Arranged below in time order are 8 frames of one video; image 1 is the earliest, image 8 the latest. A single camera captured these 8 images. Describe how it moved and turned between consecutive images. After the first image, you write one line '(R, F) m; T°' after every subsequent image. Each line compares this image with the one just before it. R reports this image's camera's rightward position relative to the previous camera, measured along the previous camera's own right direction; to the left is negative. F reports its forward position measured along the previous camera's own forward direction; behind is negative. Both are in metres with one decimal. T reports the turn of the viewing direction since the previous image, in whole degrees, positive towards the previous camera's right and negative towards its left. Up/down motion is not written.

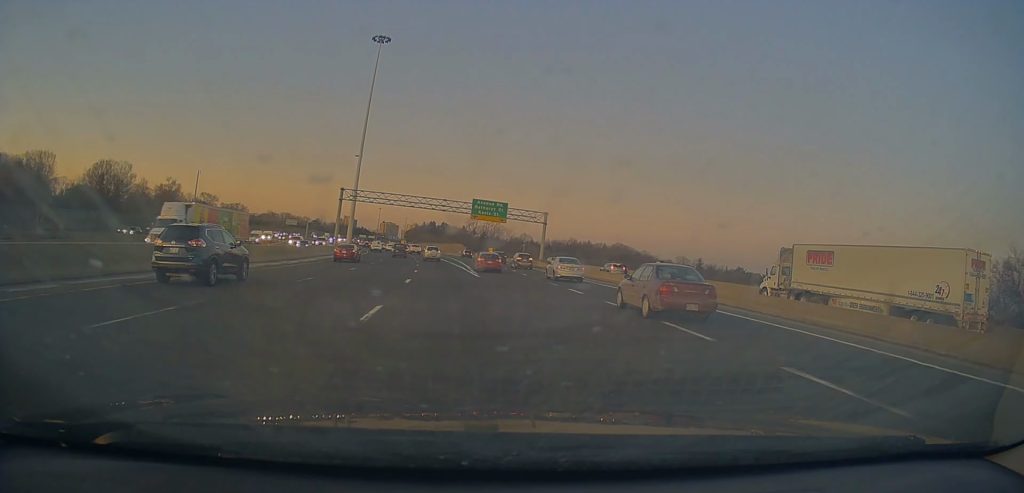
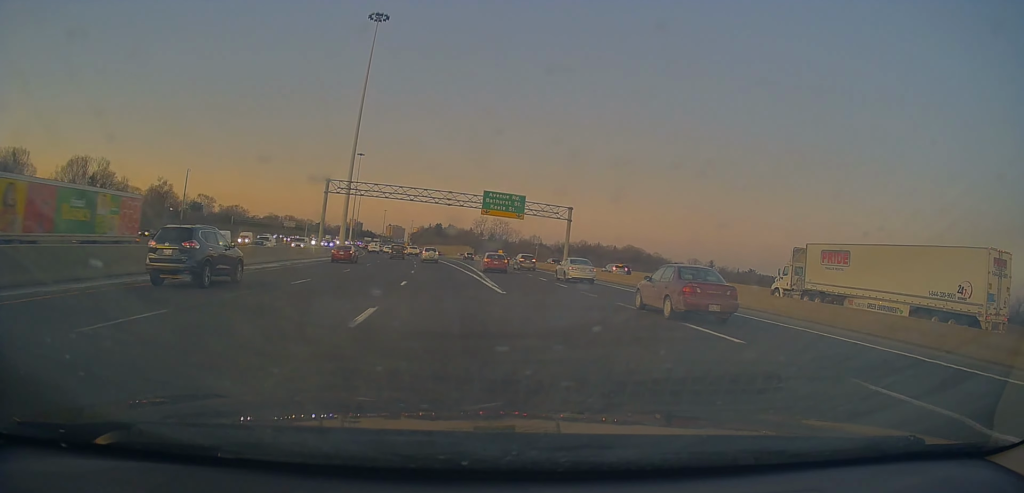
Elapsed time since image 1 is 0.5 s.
(+0.2, +12.3) m; 0°
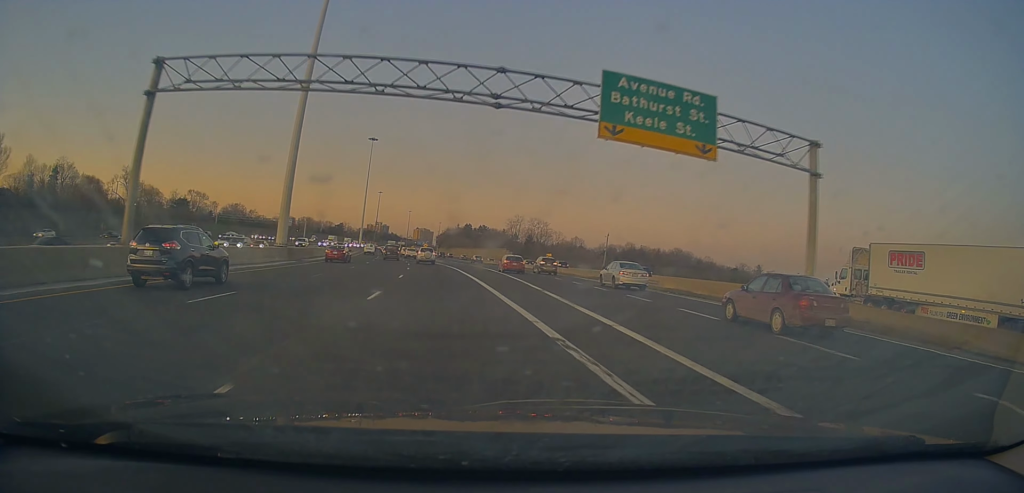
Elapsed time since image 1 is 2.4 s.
(-1.1, +42.9) m; -2°
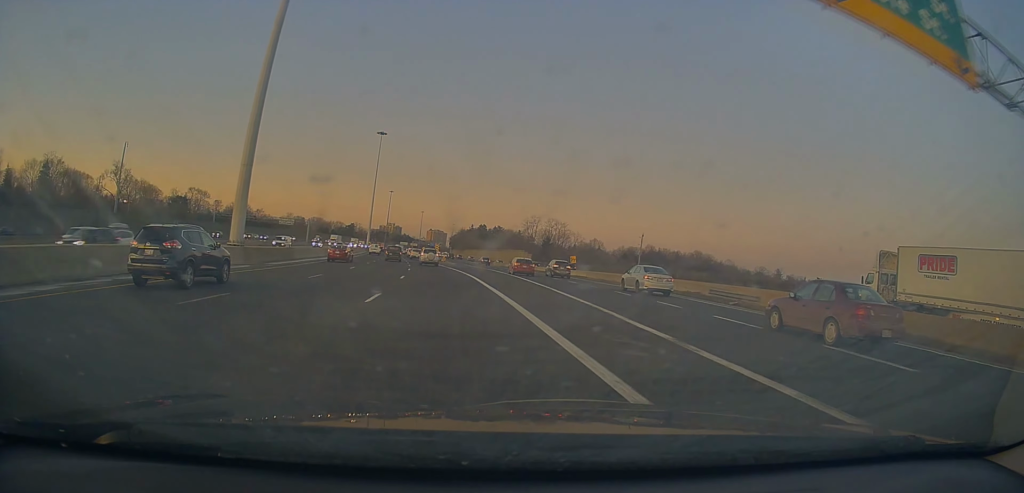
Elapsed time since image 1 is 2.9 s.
(0.0, +12.7) m; -1°
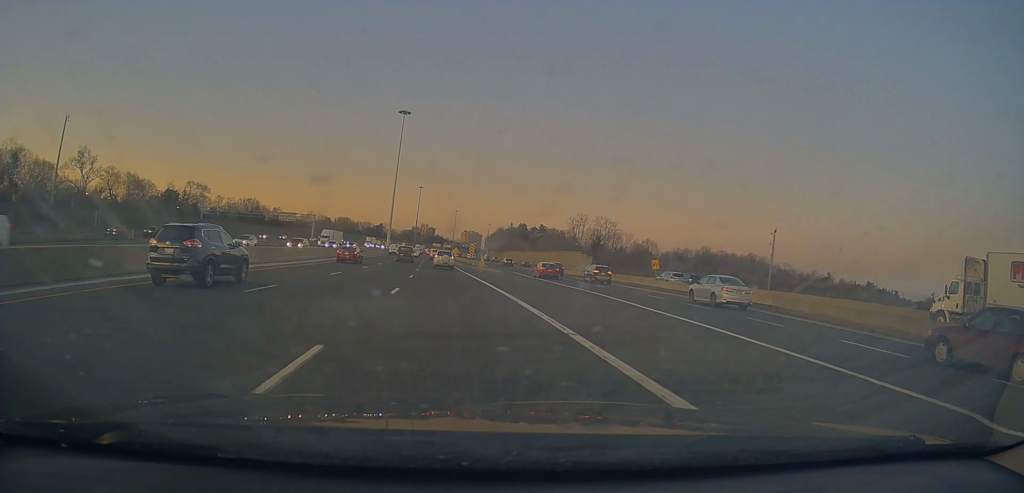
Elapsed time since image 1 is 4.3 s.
(-1.0, +32.8) m; -3°
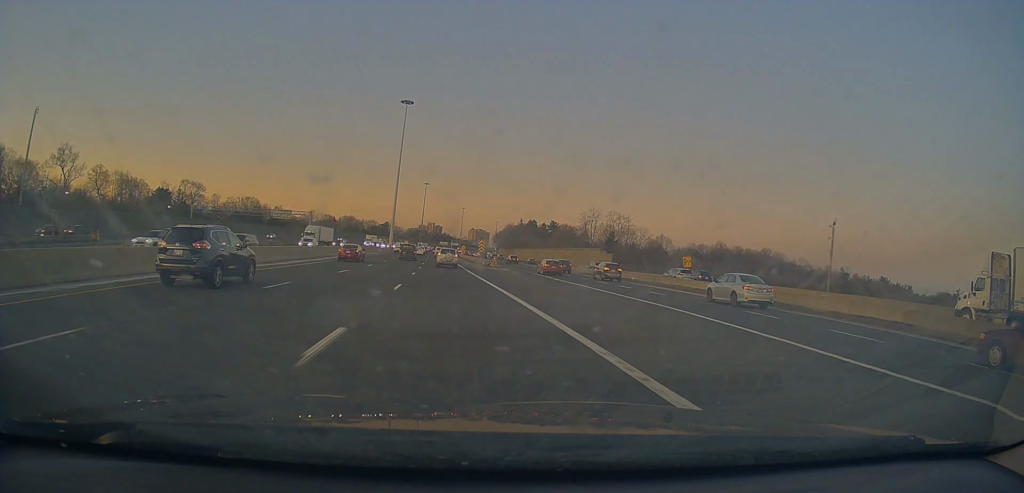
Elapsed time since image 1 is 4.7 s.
(-0.1, +10.4) m; -1°
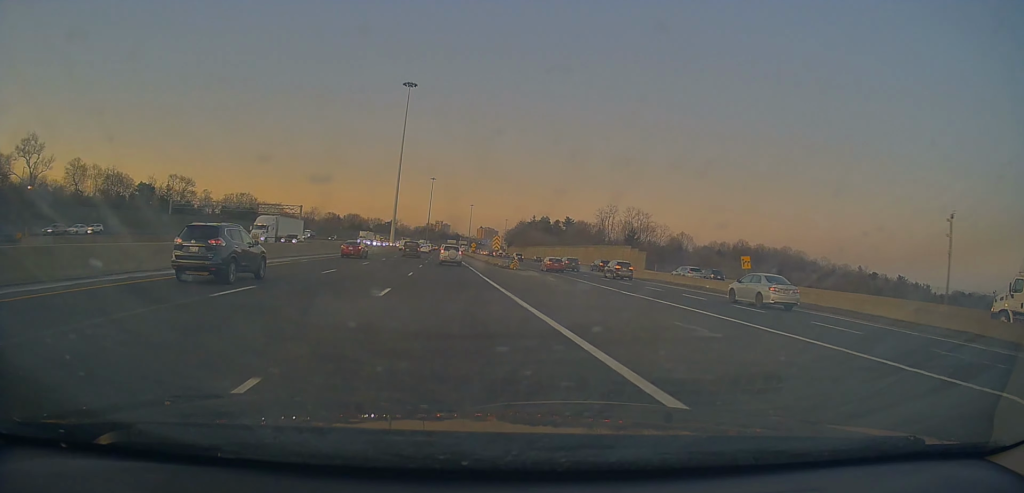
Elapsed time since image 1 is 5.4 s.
(-0.2, +16.0) m; -2°
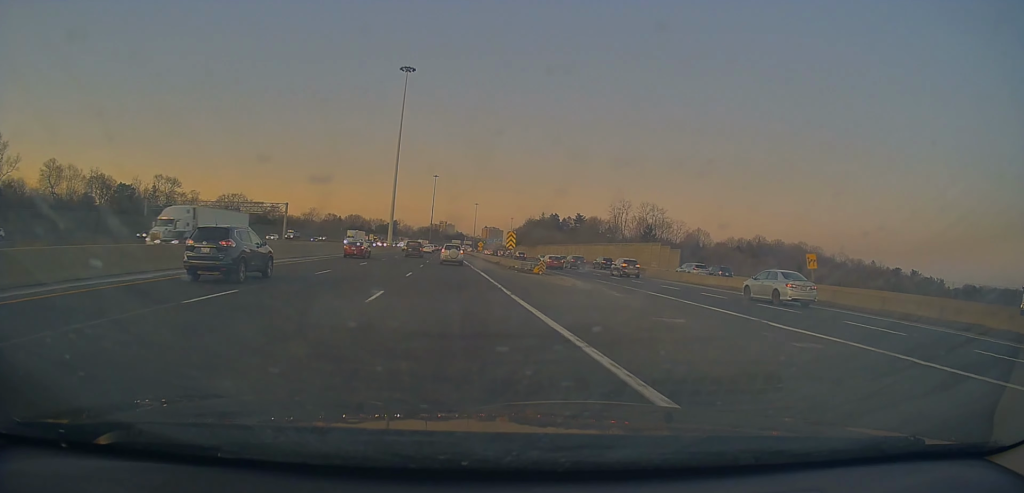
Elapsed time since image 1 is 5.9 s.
(0.0, +13.6) m; -1°
